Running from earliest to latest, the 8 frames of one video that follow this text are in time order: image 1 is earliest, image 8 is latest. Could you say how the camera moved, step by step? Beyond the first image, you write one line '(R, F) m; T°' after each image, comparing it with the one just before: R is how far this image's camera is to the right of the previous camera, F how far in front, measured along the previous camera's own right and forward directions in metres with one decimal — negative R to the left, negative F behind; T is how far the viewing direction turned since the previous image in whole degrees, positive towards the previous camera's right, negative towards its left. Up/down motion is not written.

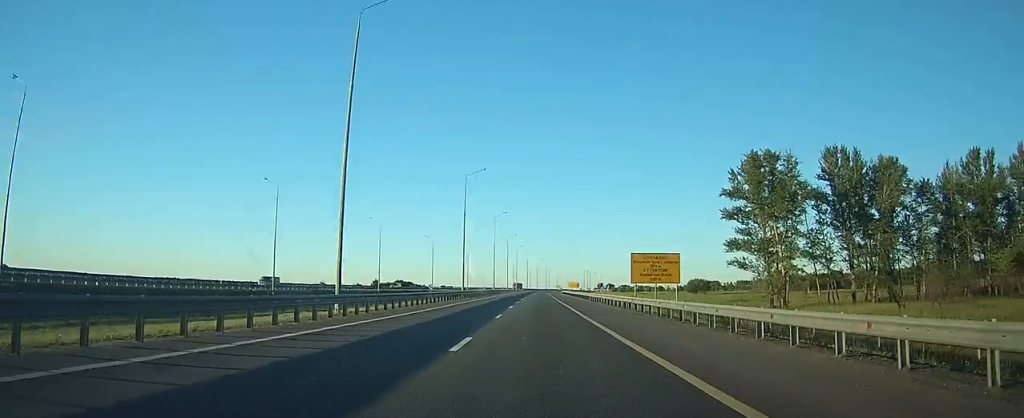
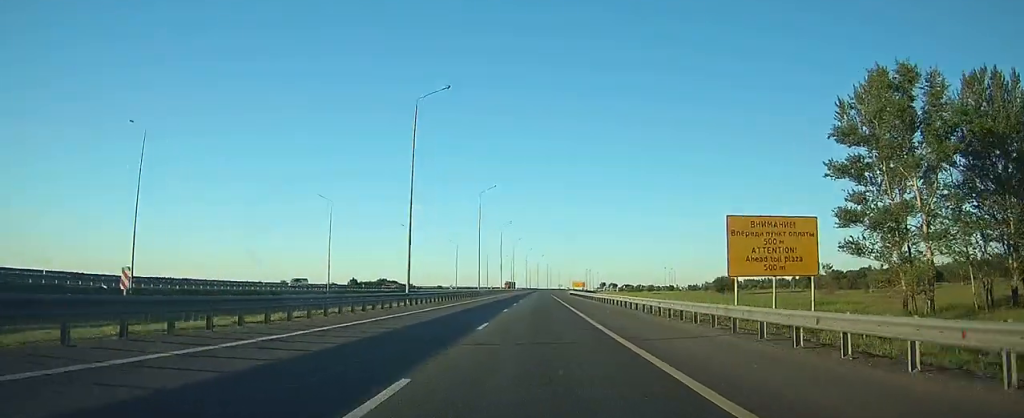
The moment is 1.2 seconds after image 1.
(0.0, +30.3) m; 0°
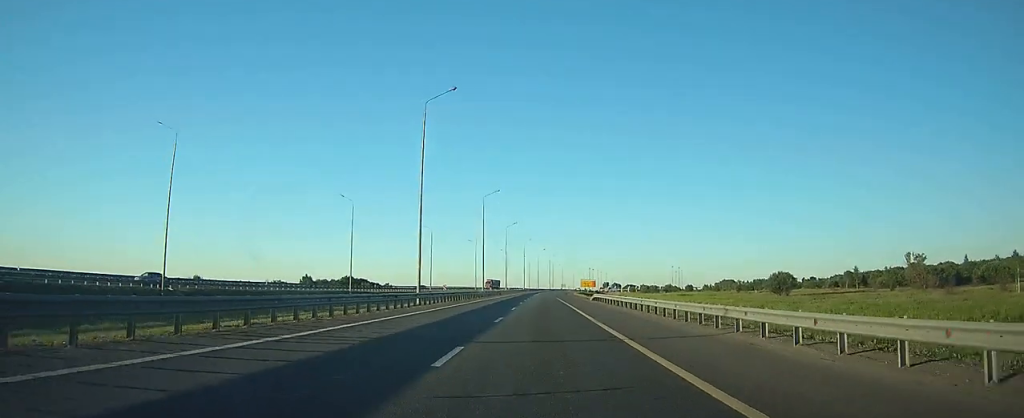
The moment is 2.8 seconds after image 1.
(-0.1, +43.5) m; 0°
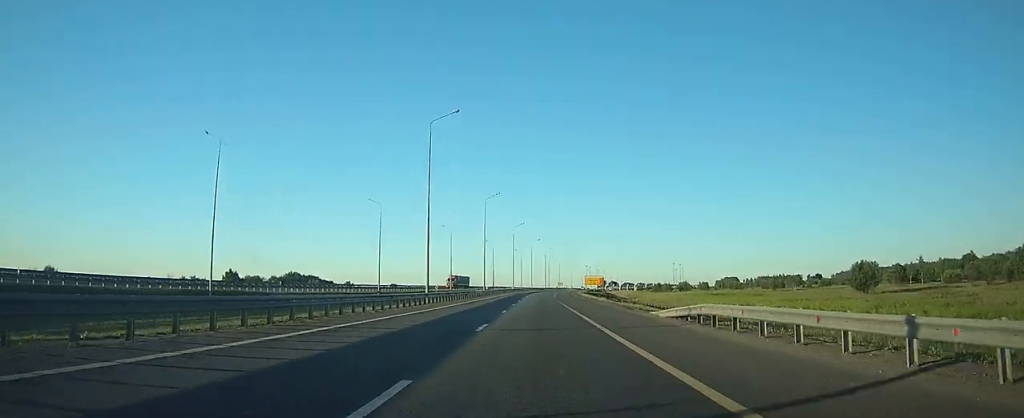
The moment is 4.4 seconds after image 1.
(0.0, +40.3) m; 0°
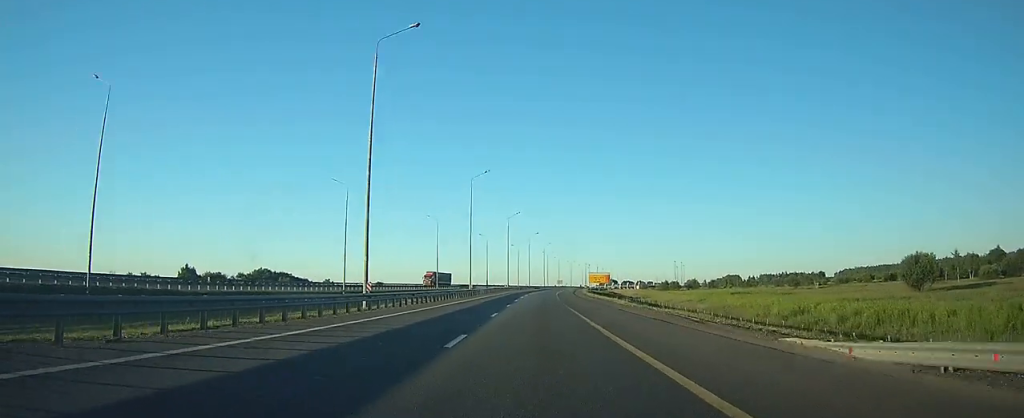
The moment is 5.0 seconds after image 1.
(0.0, +16.7) m; 0°
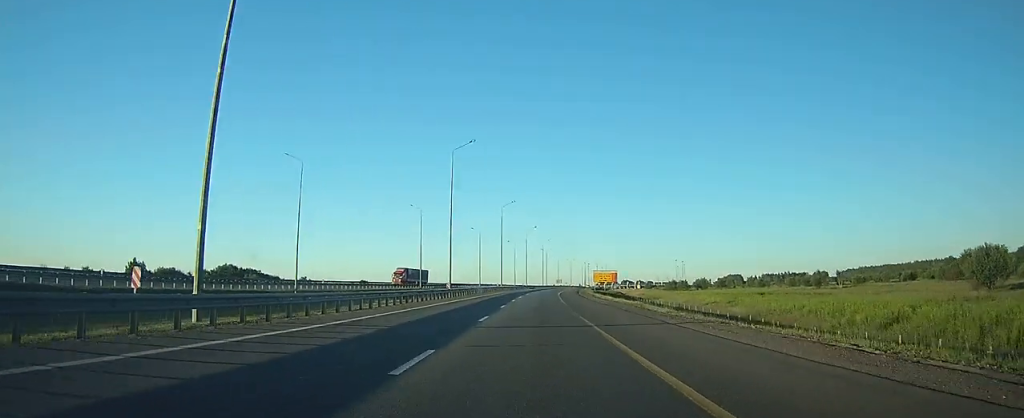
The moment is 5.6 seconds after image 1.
(0.0, +15.8) m; 0°
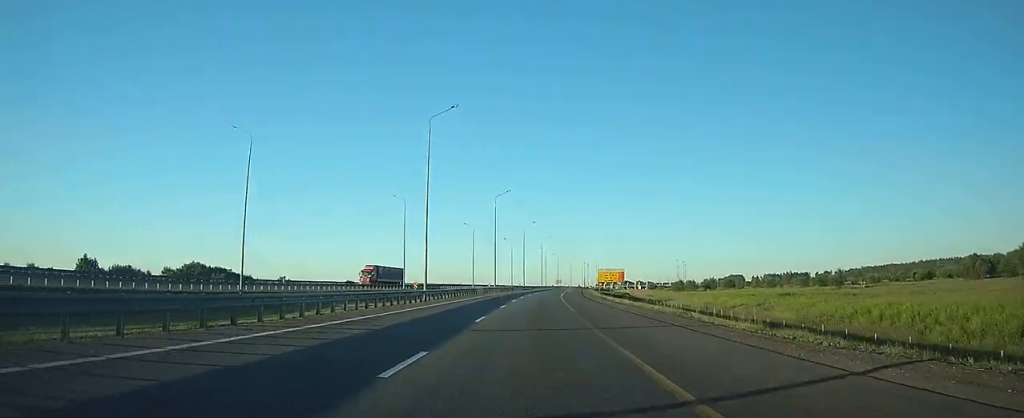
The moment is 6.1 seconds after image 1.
(0.0, +12.3) m; 0°
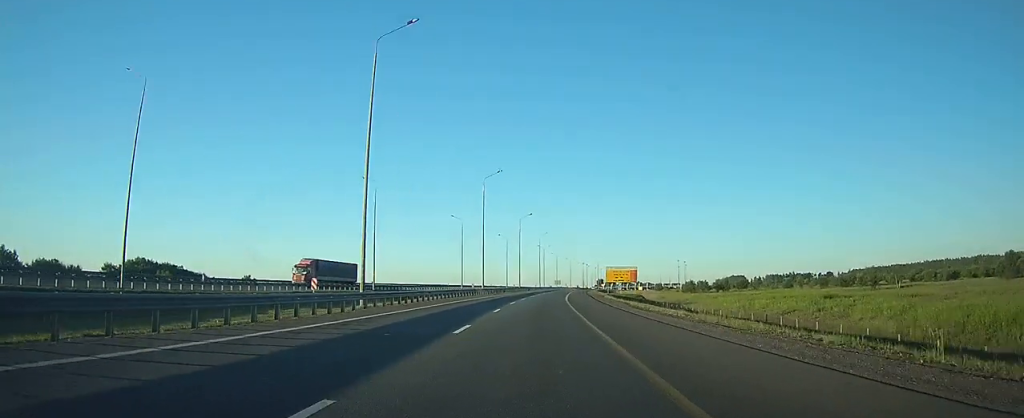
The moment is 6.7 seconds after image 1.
(0.0, +16.7) m; 0°
